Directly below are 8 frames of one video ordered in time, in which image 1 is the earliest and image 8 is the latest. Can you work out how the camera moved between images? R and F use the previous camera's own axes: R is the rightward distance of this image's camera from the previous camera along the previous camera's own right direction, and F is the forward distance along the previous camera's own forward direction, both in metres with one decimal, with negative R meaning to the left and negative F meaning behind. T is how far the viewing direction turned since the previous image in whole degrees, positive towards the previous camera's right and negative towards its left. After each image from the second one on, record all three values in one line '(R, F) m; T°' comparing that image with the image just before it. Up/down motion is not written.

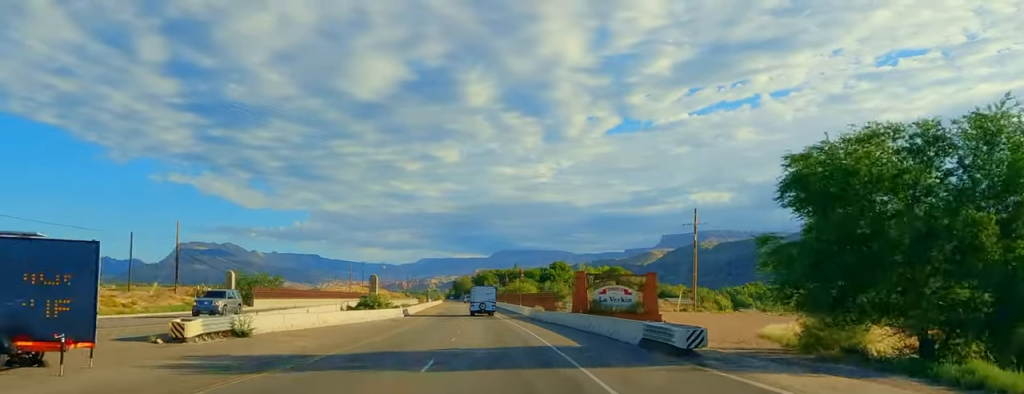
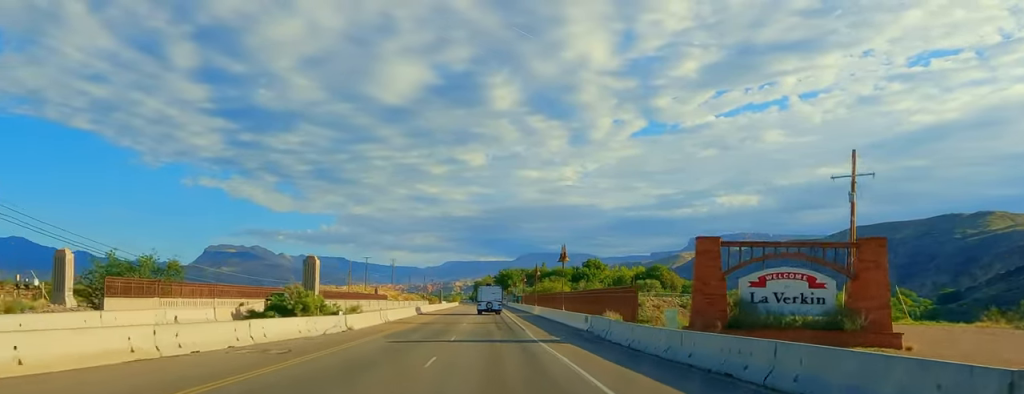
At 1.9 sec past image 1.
(0.0, +35.0) m; -1°
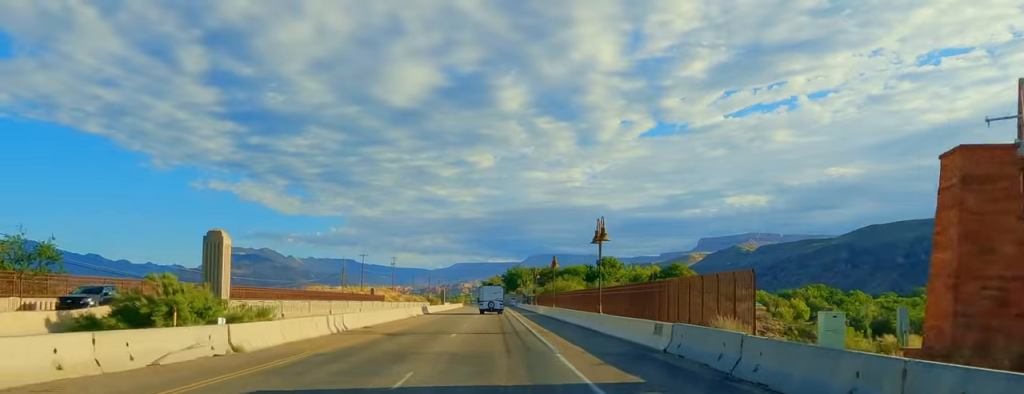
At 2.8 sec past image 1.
(+0.2, +16.6) m; -1°
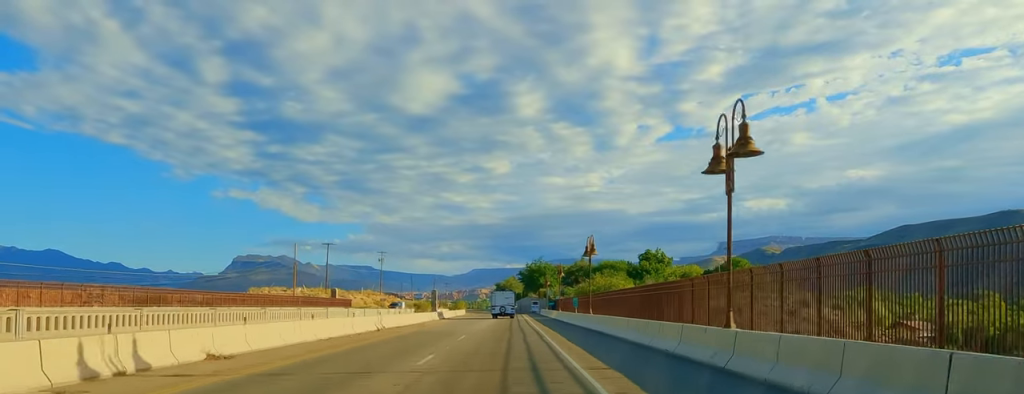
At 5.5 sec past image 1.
(-1.1, +49.3) m; 0°
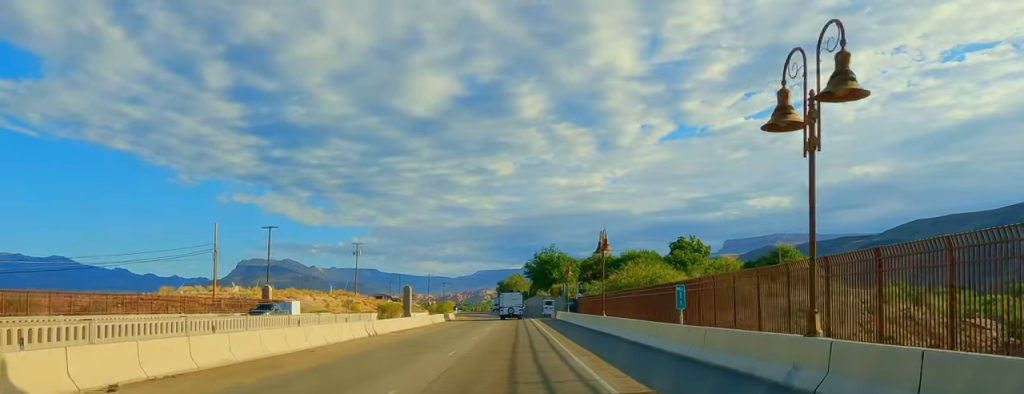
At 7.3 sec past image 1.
(+1.0, +33.5) m; -1°
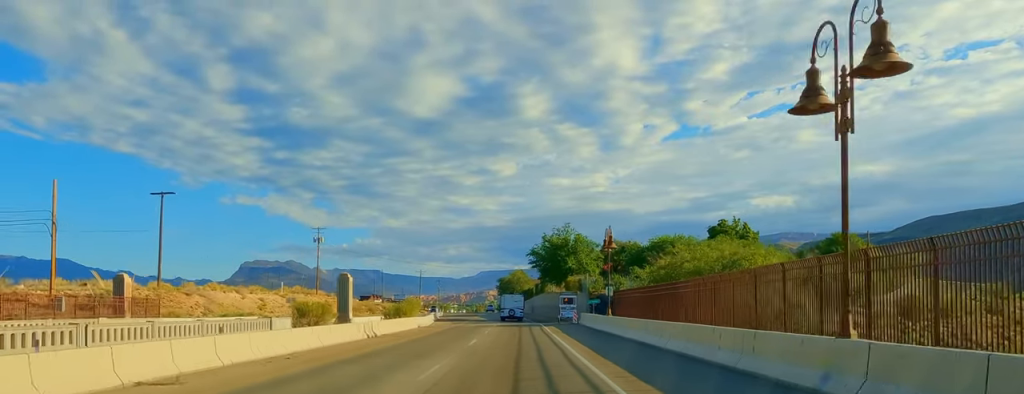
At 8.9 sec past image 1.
(-1.3, +30.6) m; -1°
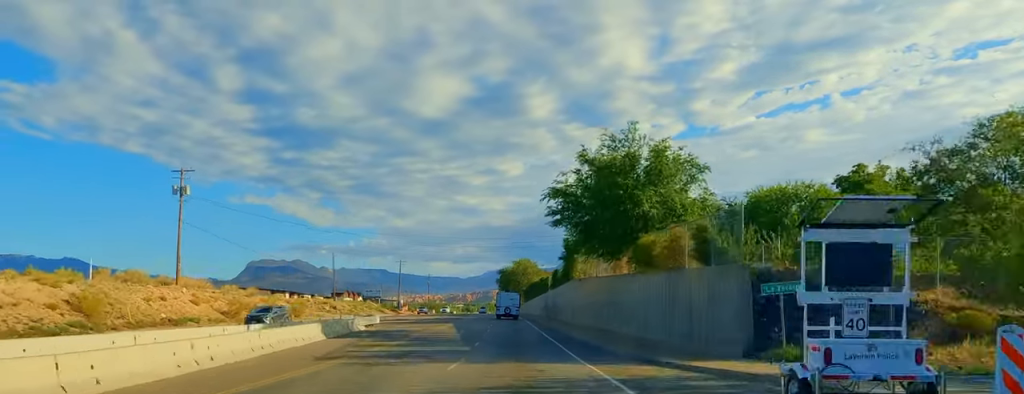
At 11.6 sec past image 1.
(+0.7, +49.8) m; +2°
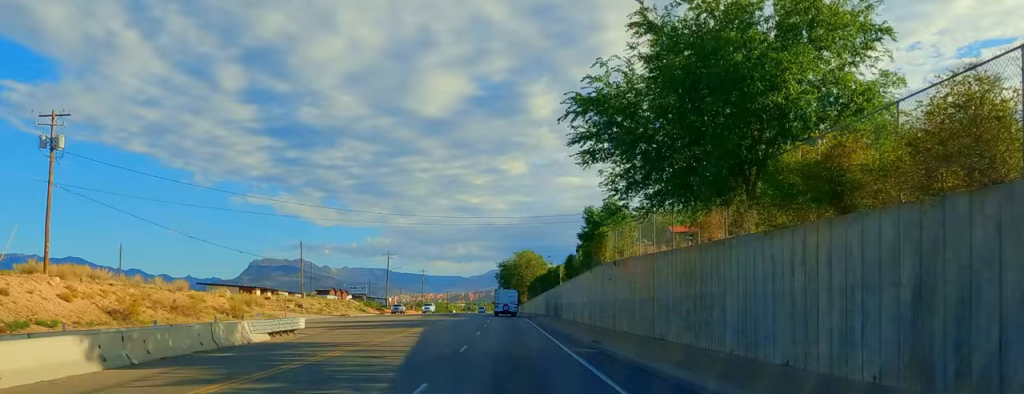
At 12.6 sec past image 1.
(+0.7, +19.3) m; -1°
